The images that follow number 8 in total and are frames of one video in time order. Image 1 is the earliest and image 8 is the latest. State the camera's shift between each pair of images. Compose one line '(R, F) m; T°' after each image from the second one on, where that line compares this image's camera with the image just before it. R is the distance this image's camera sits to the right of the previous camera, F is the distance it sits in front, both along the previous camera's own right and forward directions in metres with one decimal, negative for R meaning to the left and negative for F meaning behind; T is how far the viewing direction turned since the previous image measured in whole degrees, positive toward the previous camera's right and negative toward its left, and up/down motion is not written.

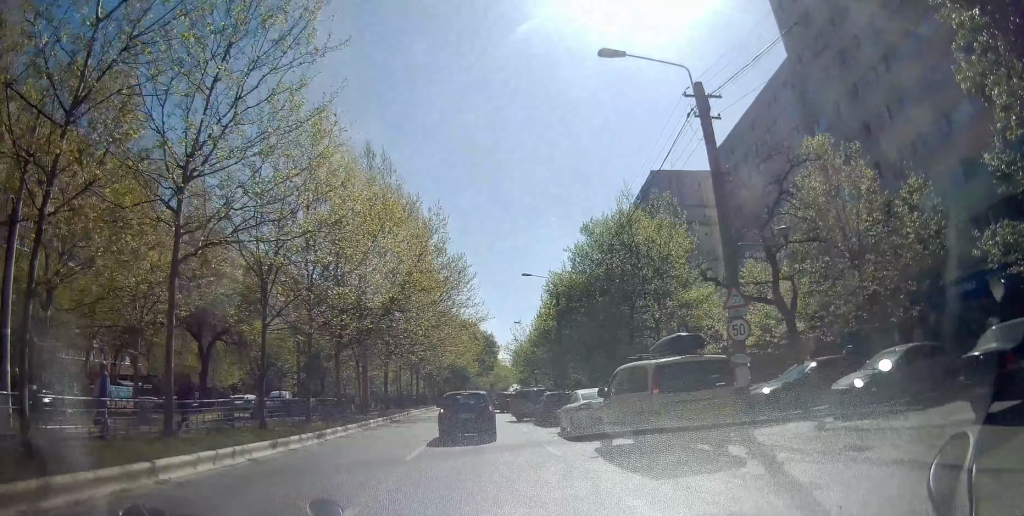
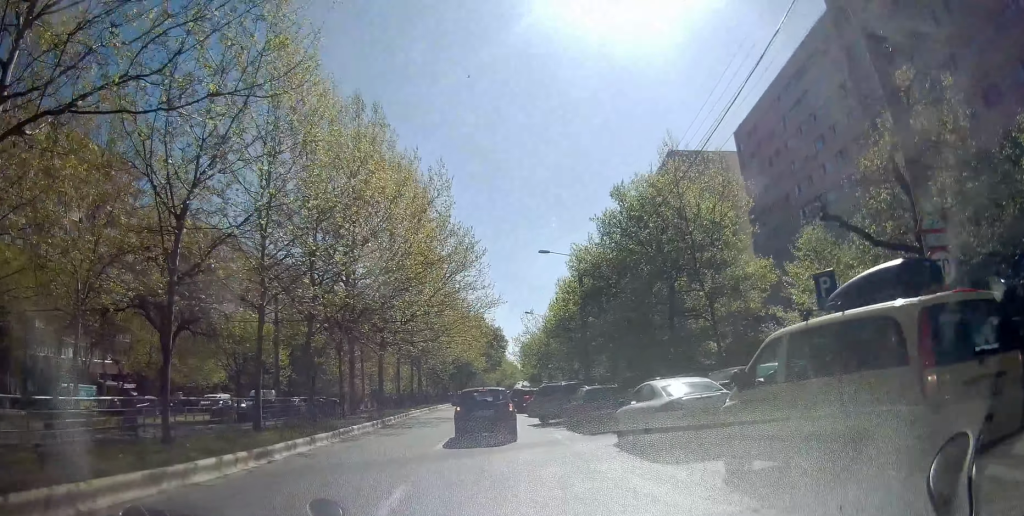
(0.0, +7.2) m; +3°
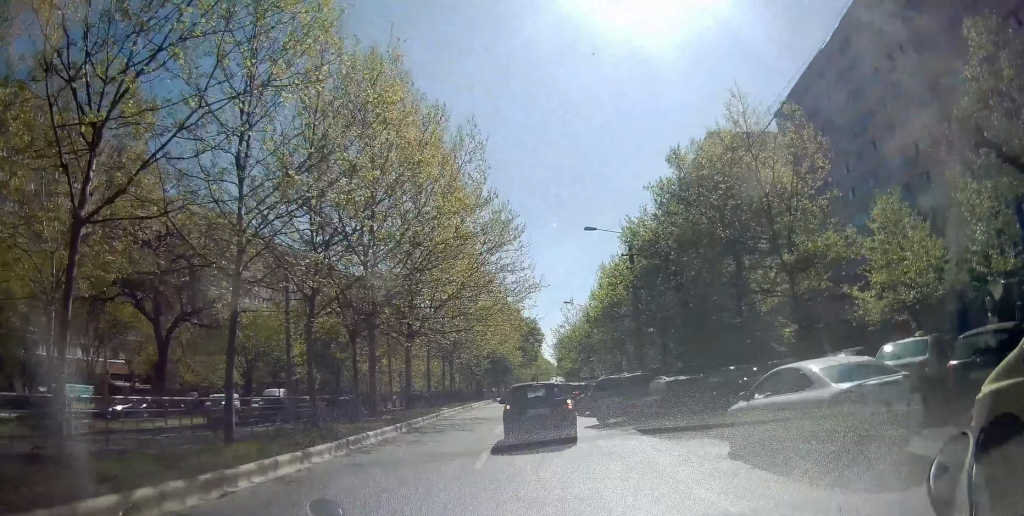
(+0.2, +4.8) m; +2°
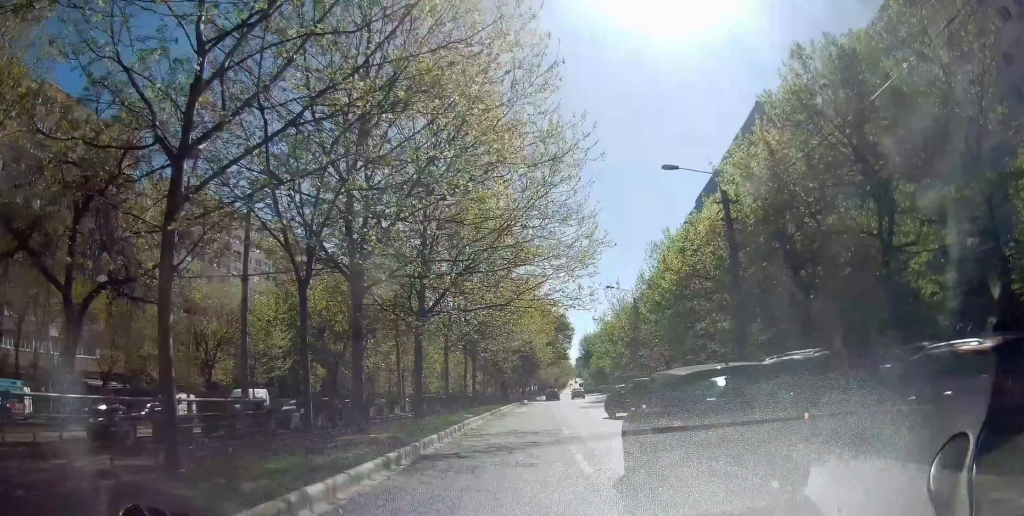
(-0.1, +10.6) m; -3°
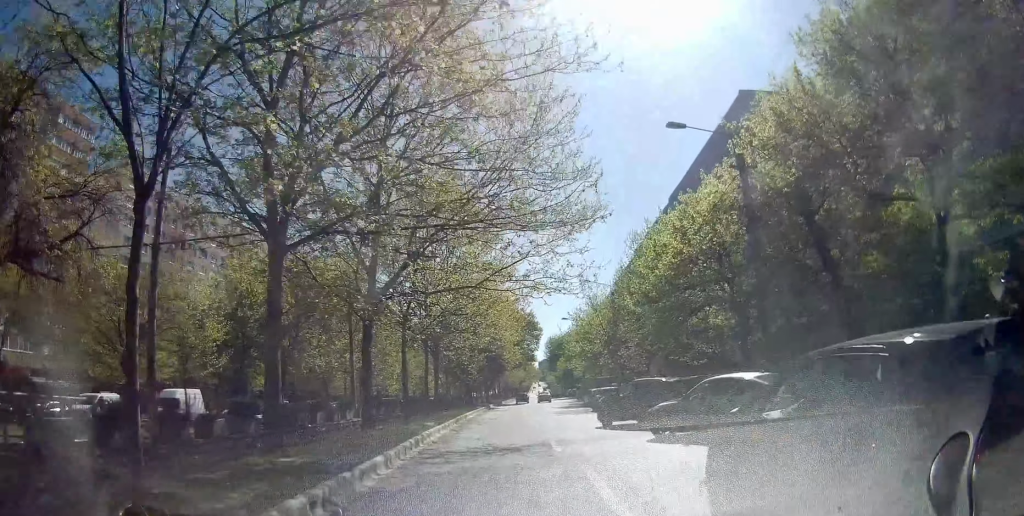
(-0.1, +4.8) m; -2°
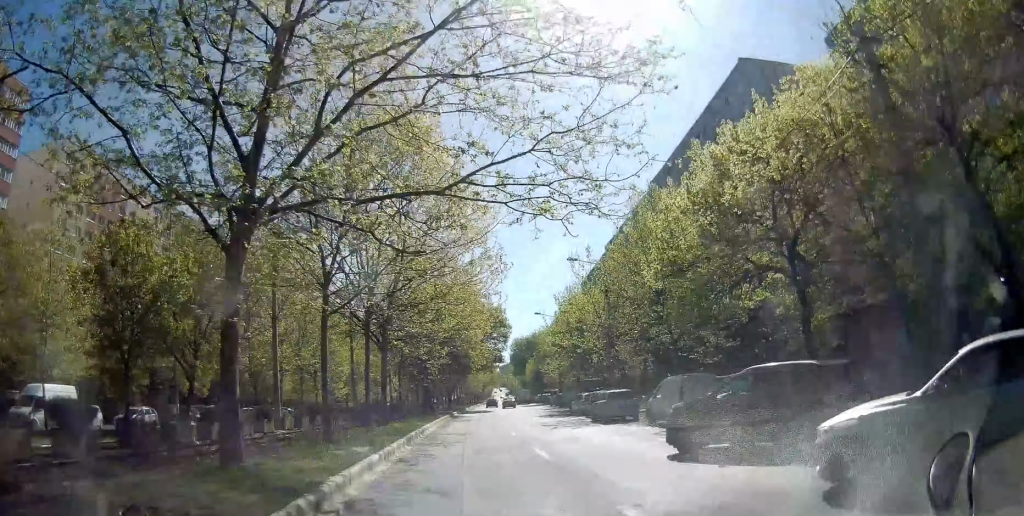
(-0.1, +8.6) m; +1°
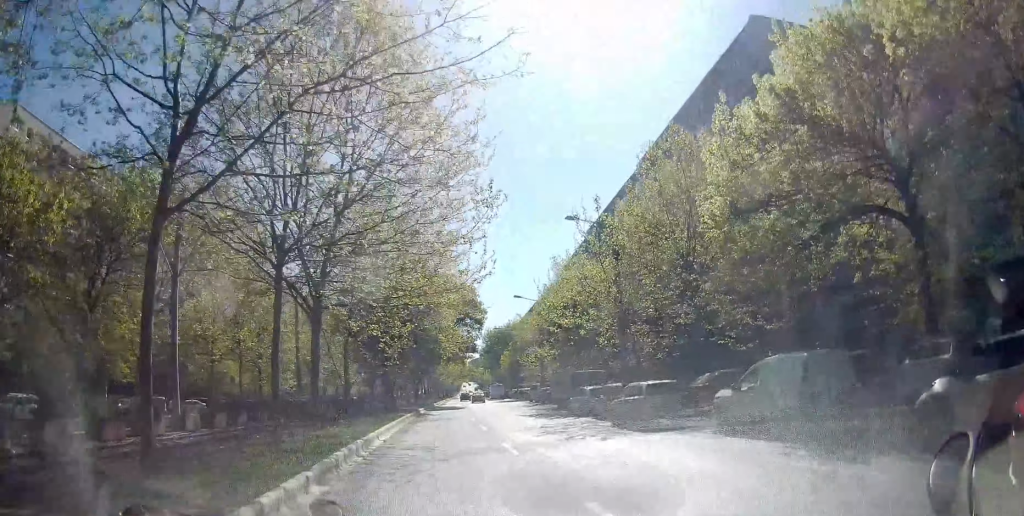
(+0.2, +7.8) m; +3°
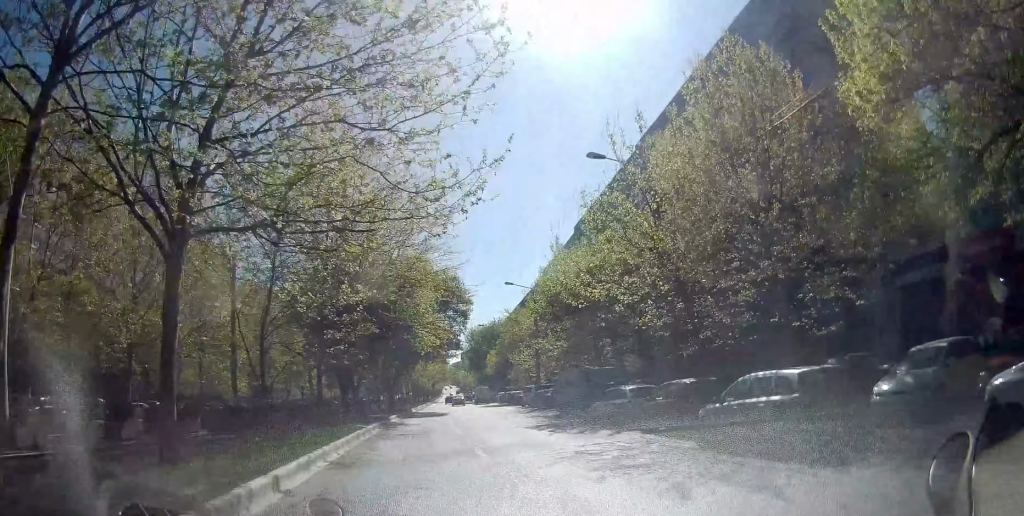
(+0.3, +9.1) m; +3°
